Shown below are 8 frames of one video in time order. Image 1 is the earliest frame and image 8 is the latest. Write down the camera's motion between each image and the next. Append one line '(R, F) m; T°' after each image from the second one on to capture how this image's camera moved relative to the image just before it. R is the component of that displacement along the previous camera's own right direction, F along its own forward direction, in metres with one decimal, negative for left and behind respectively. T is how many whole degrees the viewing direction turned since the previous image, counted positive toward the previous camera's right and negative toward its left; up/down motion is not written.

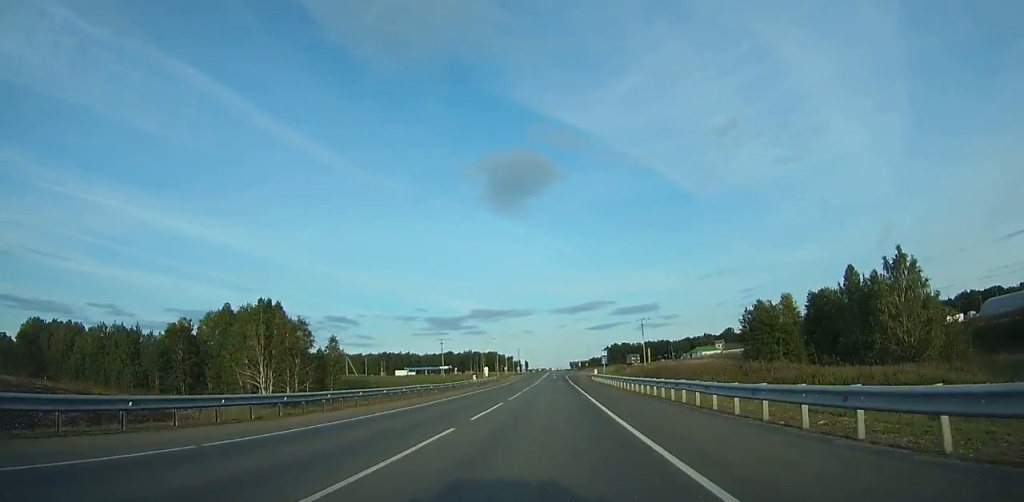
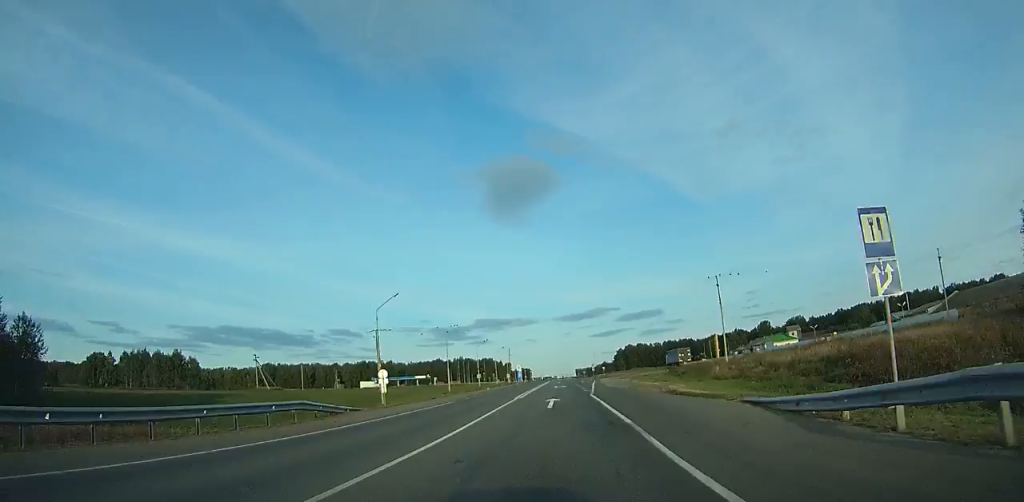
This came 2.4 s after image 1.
(+0.2, +68.3) m; 0°
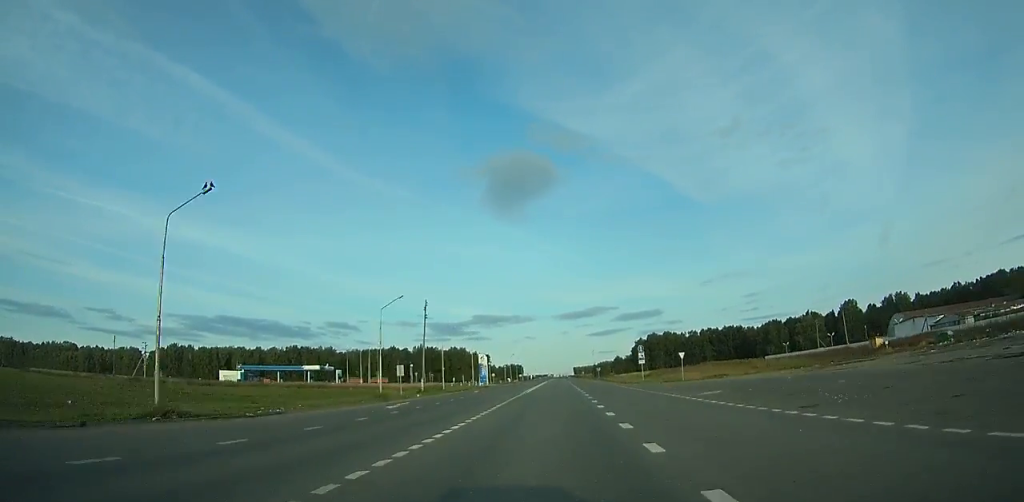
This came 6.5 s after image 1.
(-0.3, +114.4) m; 0°
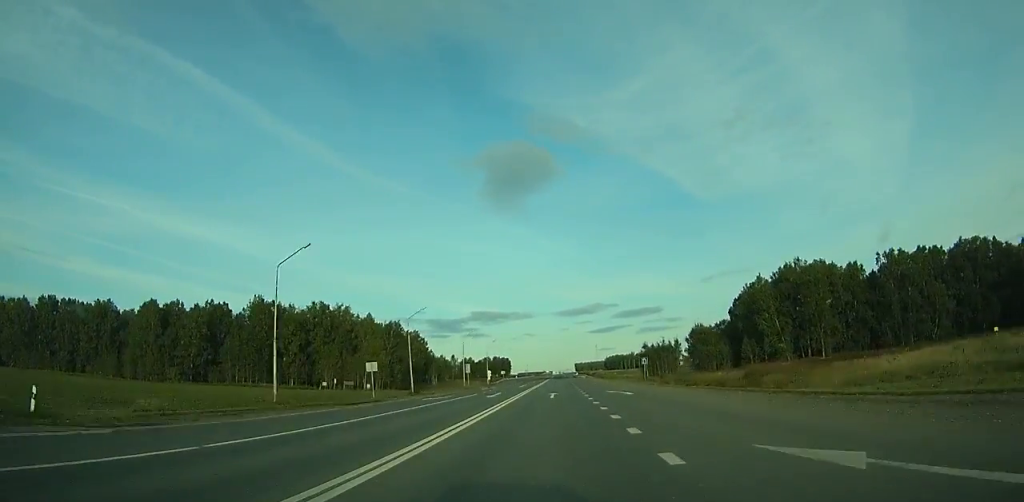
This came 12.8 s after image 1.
(-0.5, +178.1) m; 0°
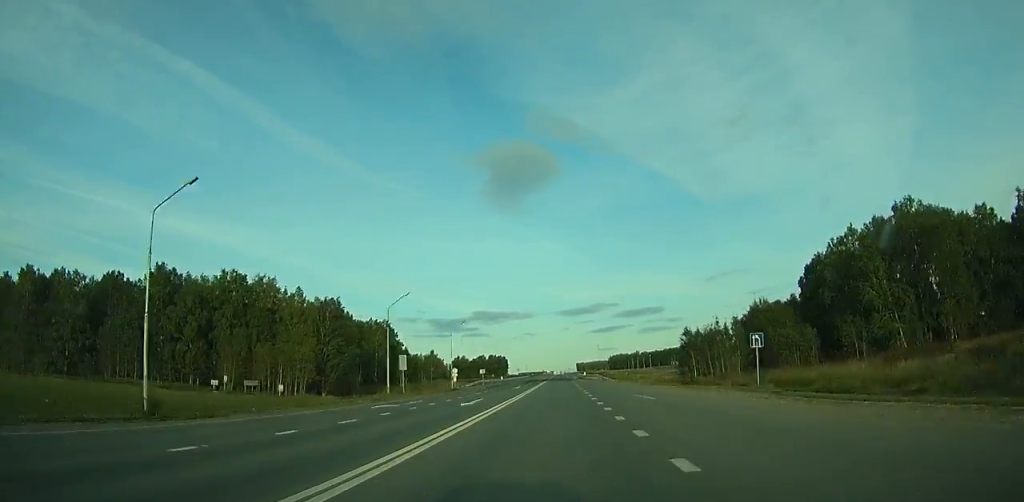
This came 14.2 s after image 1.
(0.0, +40.0) m; 0°
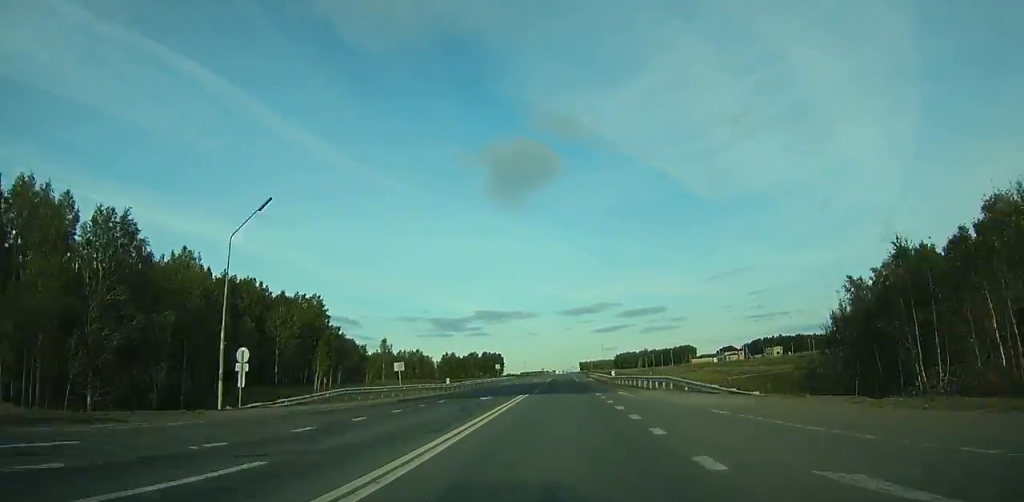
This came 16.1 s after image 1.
(+0.2, +54.4) m; 0°
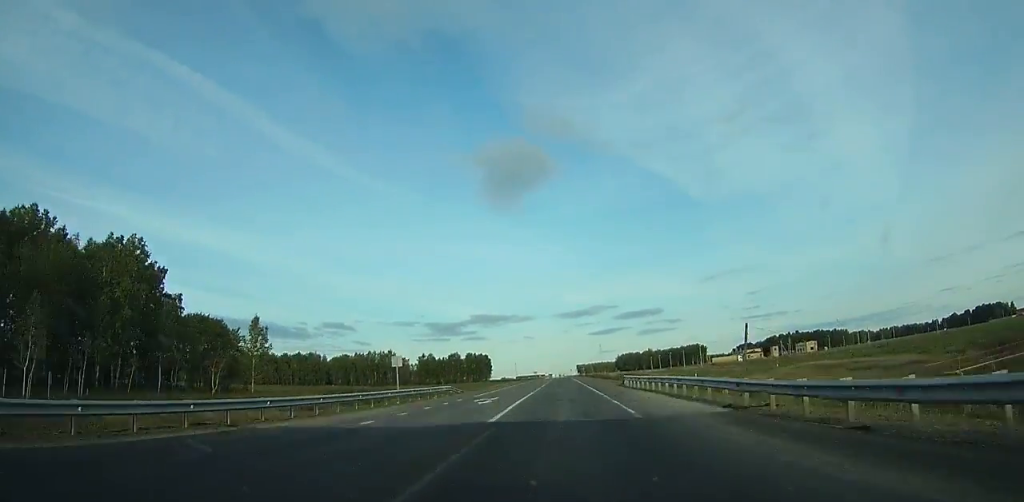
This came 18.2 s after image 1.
(-0.2, +59.7) m; 0°
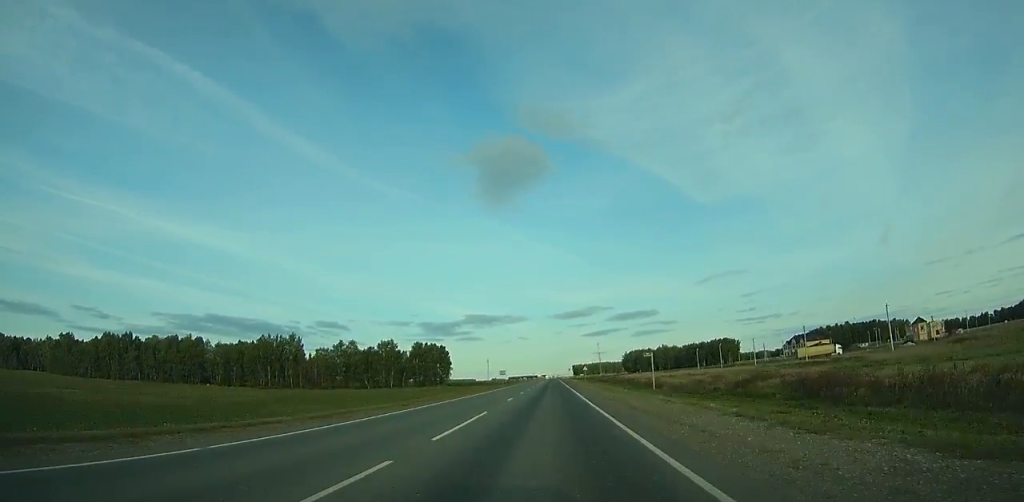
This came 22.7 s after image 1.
(+0.4, +126.4) m; 0°
